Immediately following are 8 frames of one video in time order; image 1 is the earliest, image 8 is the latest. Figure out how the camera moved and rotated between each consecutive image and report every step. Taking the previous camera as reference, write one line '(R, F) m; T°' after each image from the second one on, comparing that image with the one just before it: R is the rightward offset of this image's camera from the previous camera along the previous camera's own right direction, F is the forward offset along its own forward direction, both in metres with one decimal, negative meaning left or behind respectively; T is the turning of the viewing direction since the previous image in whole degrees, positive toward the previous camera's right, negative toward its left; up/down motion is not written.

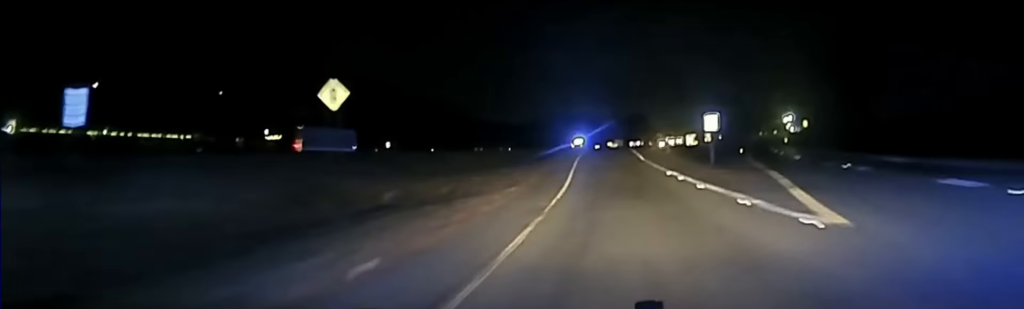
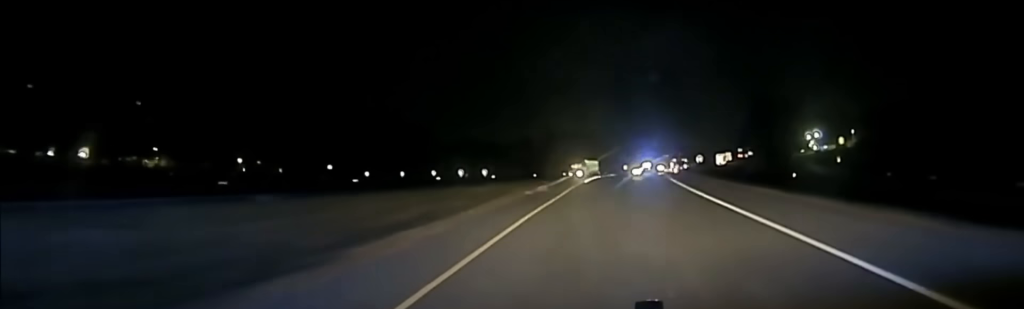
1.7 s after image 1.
(-0.8, +72.1) m; 0°
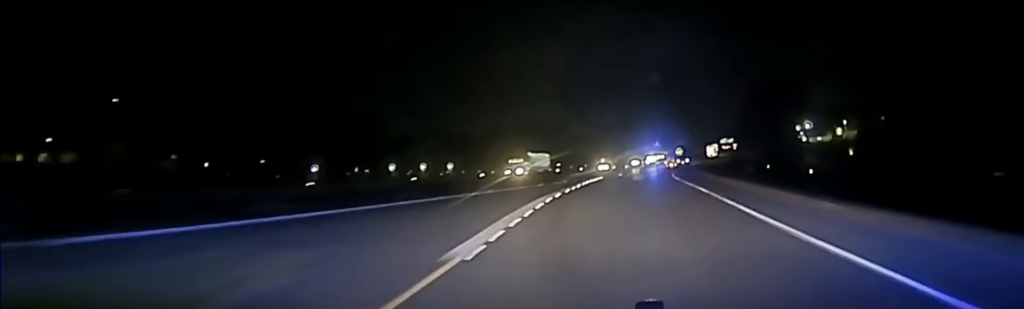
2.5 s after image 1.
(+0.2, +29.6) m; +1°
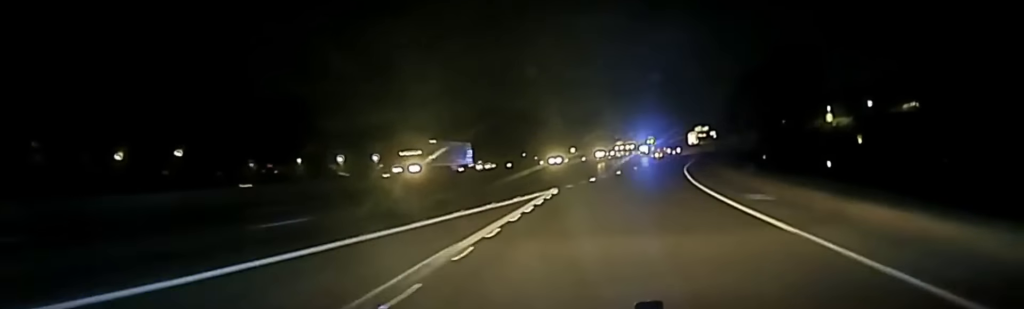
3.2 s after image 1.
(+0.3, +27.4) m; +1°
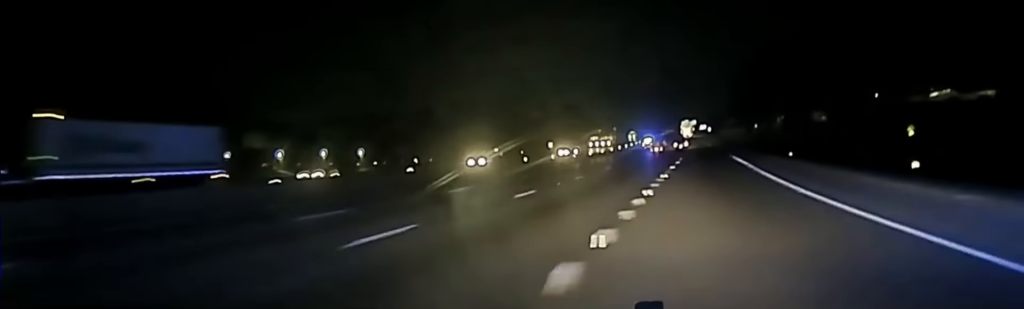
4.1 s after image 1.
(+0.5, +40.1) m; +1°
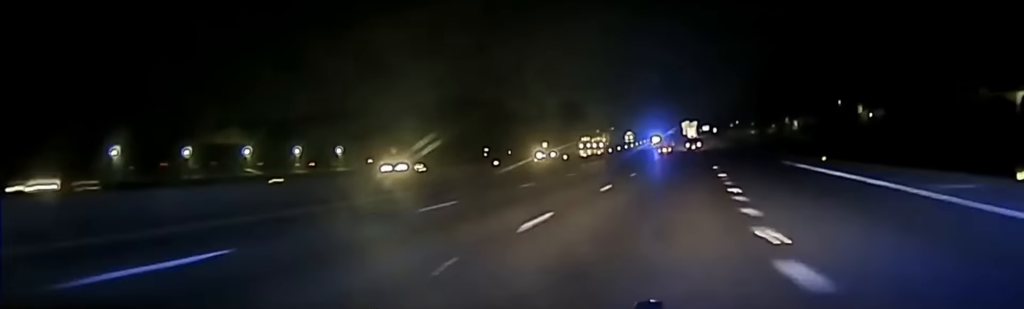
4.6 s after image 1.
(+0.1, +21.7) m; +1°
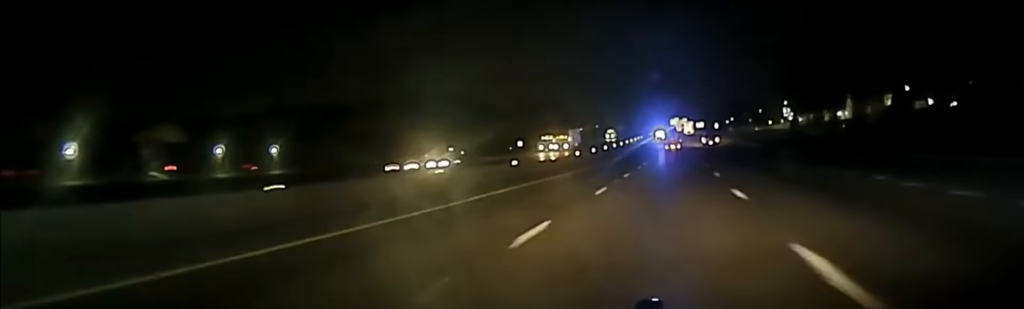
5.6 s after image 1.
(+0.4, +41.6) m; +1°
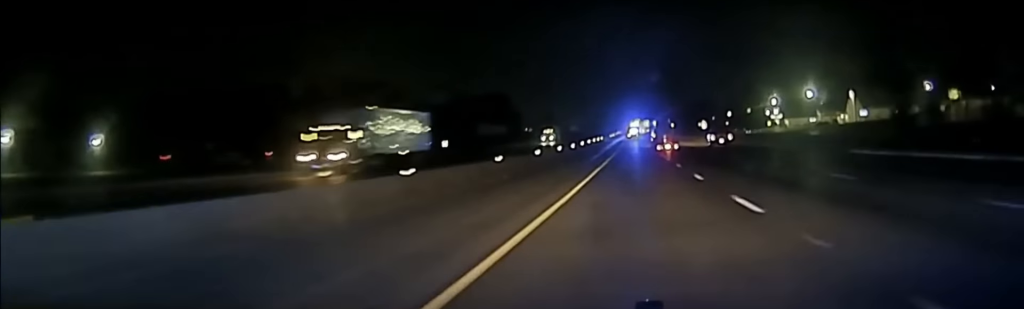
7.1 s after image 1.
(+1.2, +70.4) m; +2°
